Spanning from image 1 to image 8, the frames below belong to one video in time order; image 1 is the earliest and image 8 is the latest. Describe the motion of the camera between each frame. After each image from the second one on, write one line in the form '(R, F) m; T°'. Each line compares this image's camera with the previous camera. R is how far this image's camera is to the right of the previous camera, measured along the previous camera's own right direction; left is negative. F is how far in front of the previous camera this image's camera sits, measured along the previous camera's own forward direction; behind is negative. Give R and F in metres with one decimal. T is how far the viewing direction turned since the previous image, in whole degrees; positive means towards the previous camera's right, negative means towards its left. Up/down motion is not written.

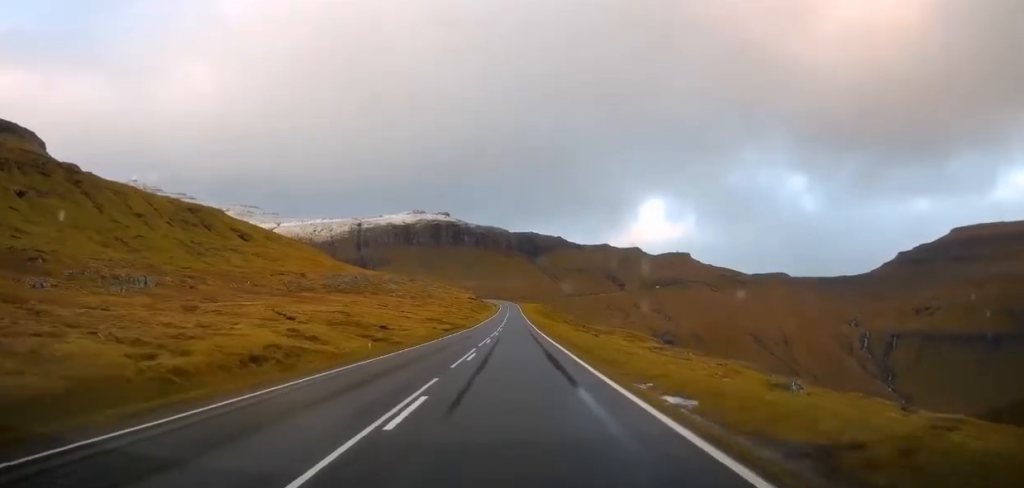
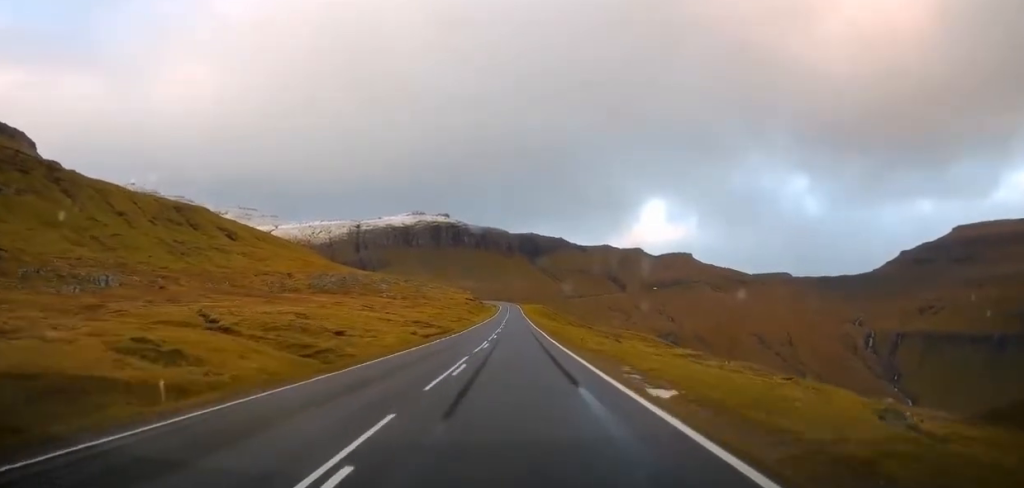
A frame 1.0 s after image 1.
(+0.2, +16.8) m; +1°
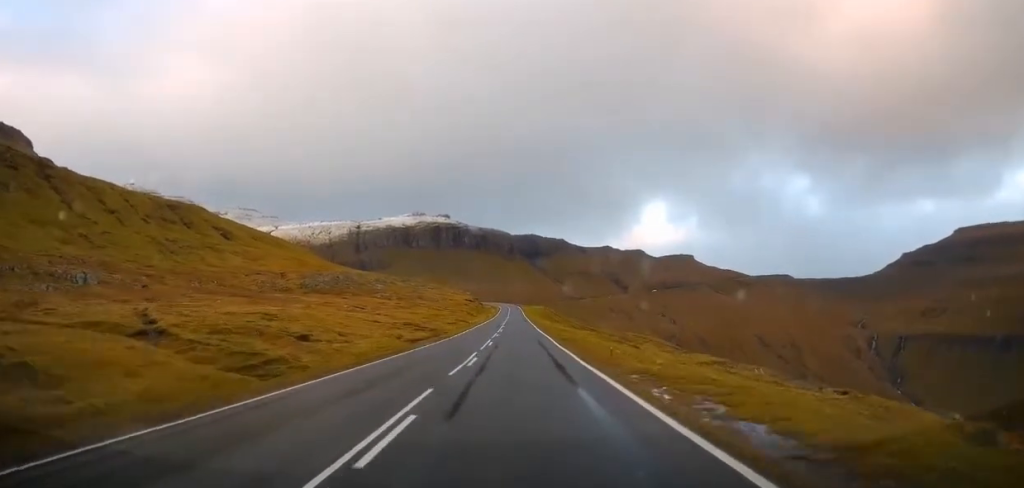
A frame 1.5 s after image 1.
(0.0, +8.7) m; 0°
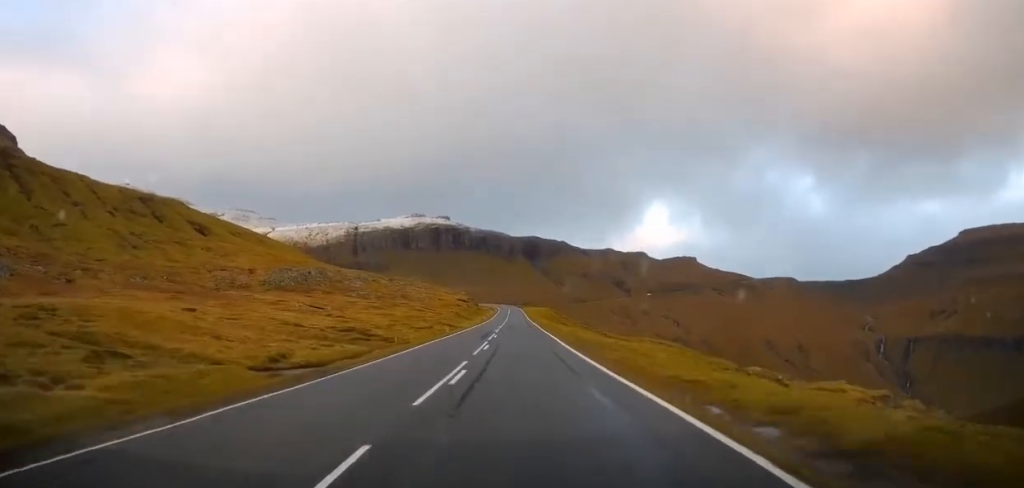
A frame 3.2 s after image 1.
(-0.3, +29.6) m; -1°
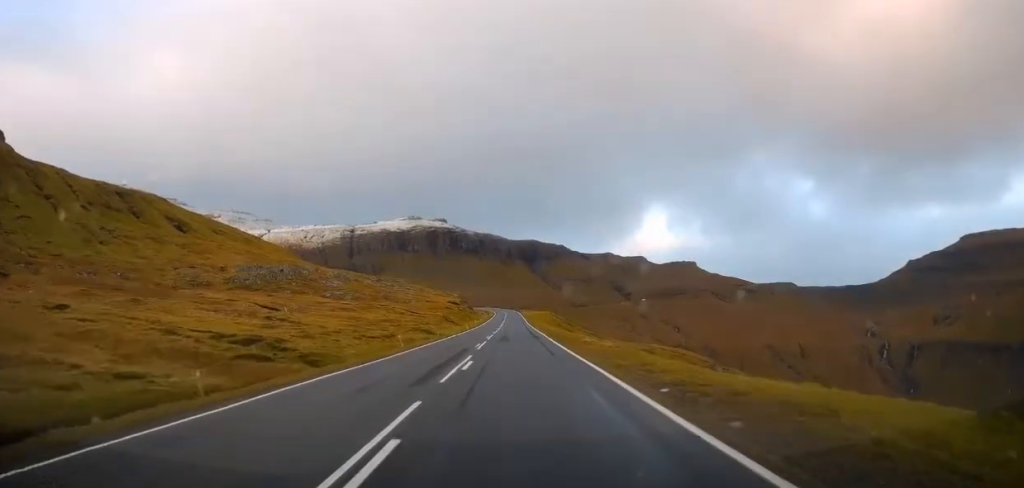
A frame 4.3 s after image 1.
(+0.2, +20.3) m; 0°
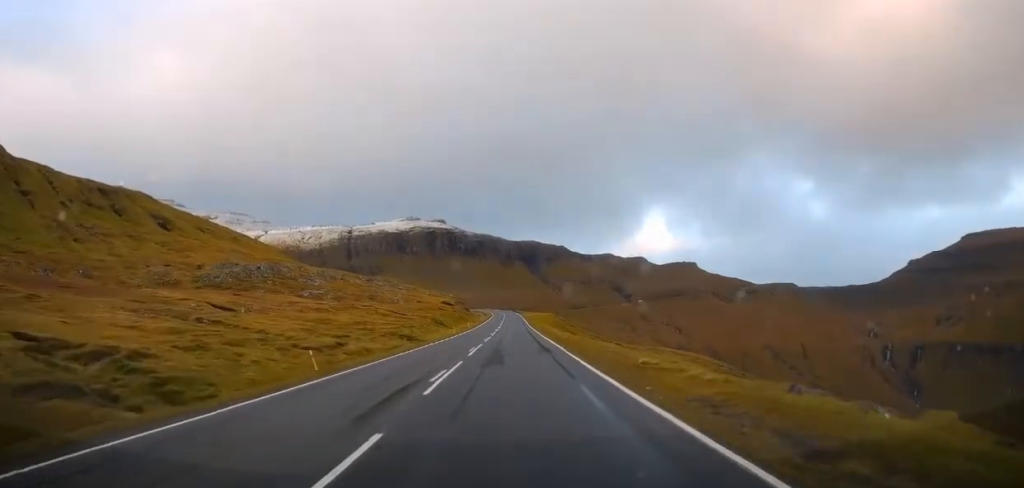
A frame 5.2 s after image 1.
(-0.1, +14.4) m; -1°
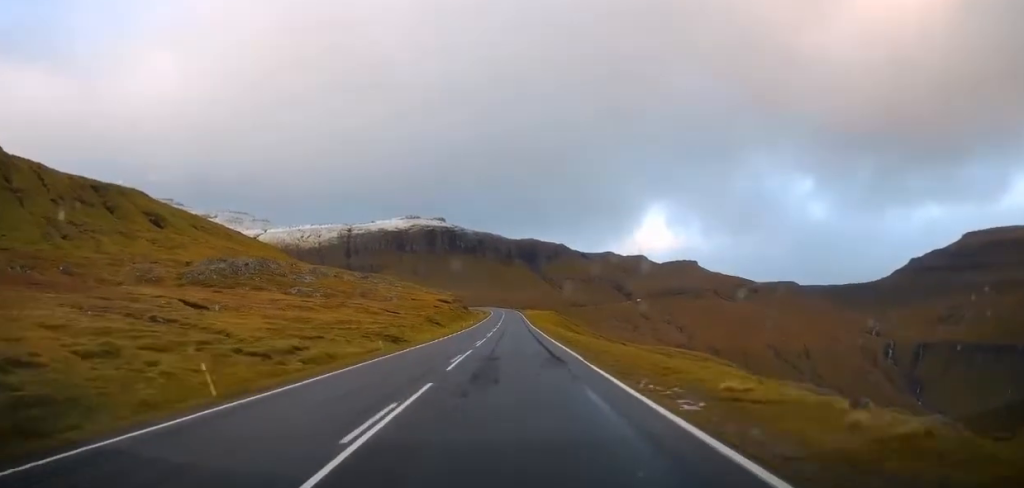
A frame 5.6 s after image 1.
(0.0, +6.9) m; 0°
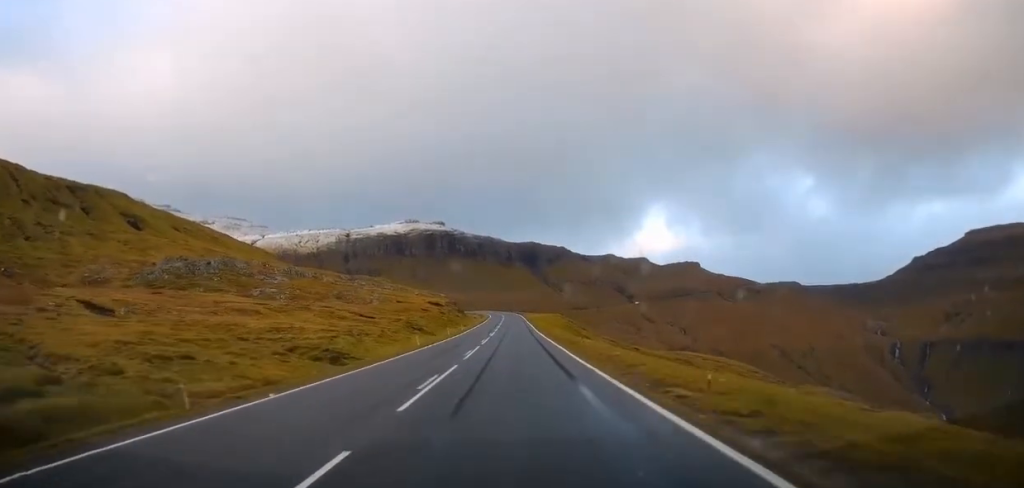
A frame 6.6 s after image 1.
(0.0, +18.4) m; 0°
